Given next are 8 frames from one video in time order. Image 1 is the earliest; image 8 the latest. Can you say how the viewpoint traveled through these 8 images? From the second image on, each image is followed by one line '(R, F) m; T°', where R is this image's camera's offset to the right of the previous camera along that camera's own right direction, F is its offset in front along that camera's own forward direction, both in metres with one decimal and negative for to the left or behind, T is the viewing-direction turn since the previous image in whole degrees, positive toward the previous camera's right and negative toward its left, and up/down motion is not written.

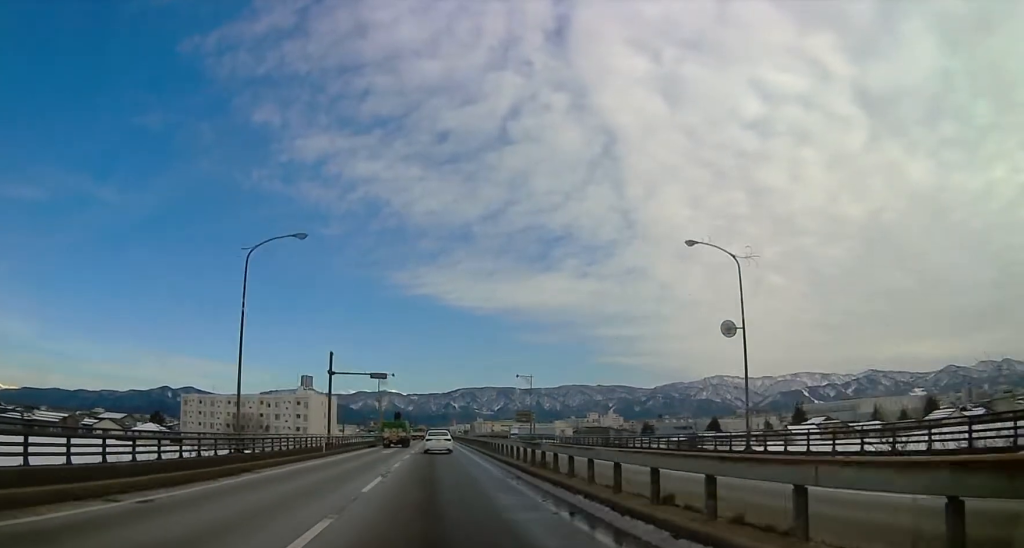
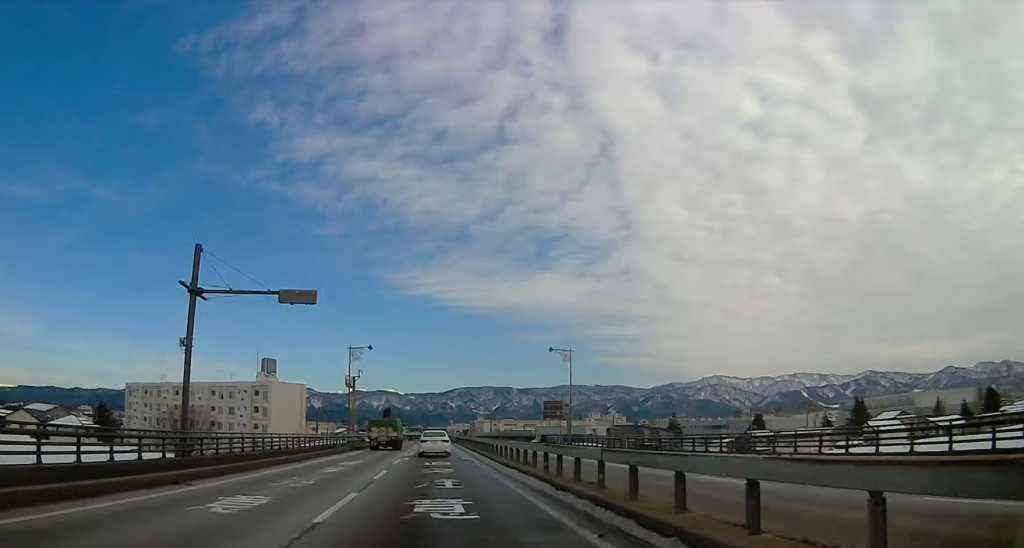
(0.0, +35.6) m; 0°
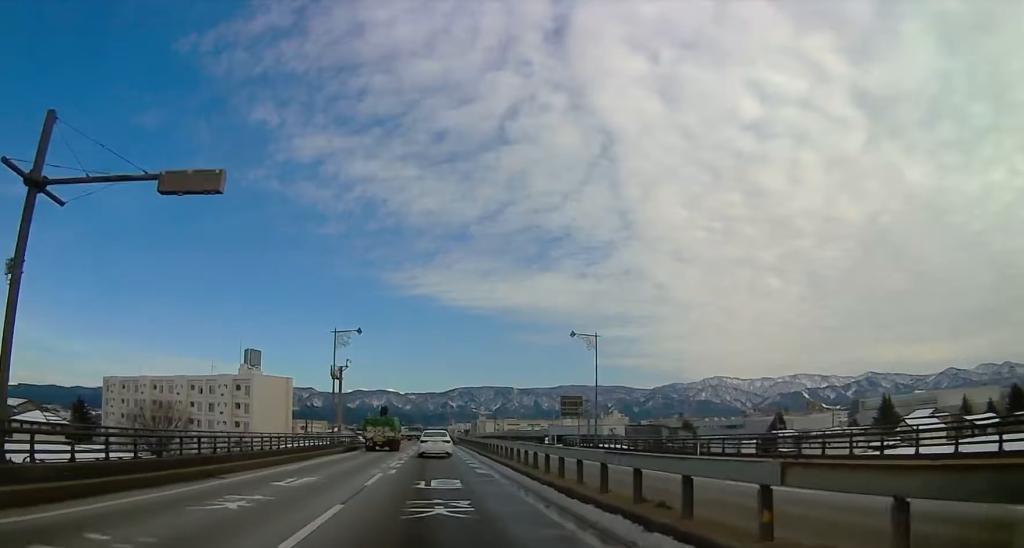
(-0.1, +12.5) m; +3°
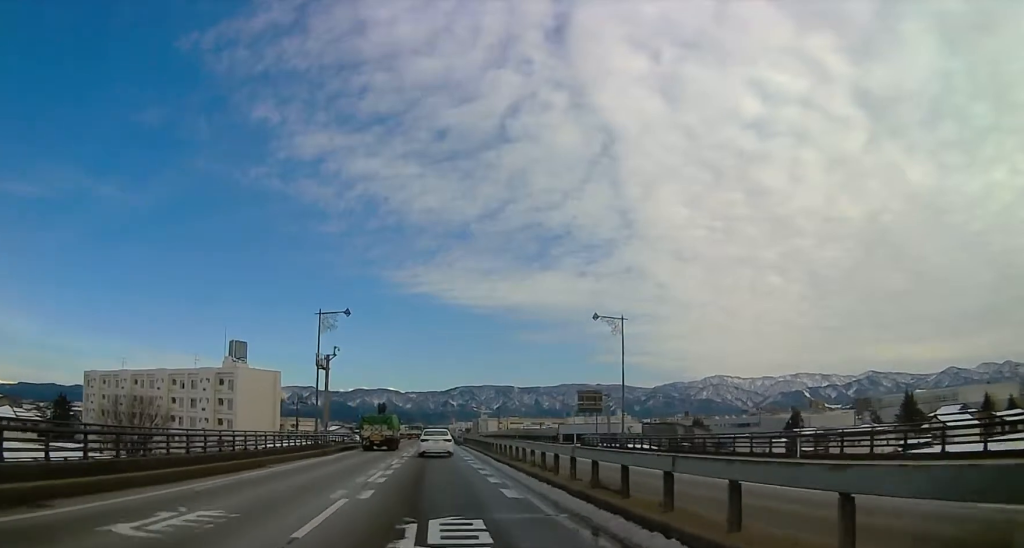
(0.0, +9.5) m; +2°
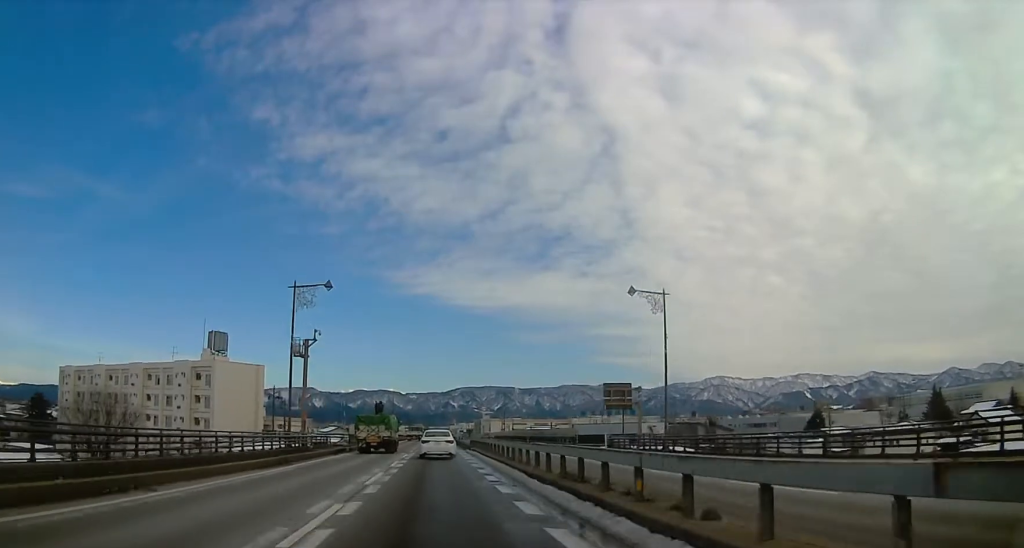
(+1.0, +10.8) m; 0°
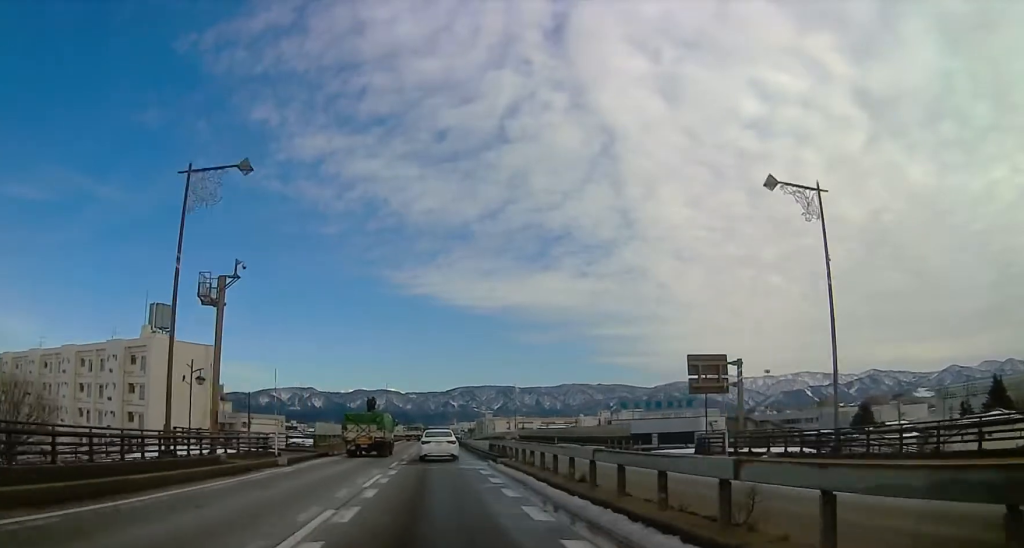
(-0.9, +21.3) m; -3°
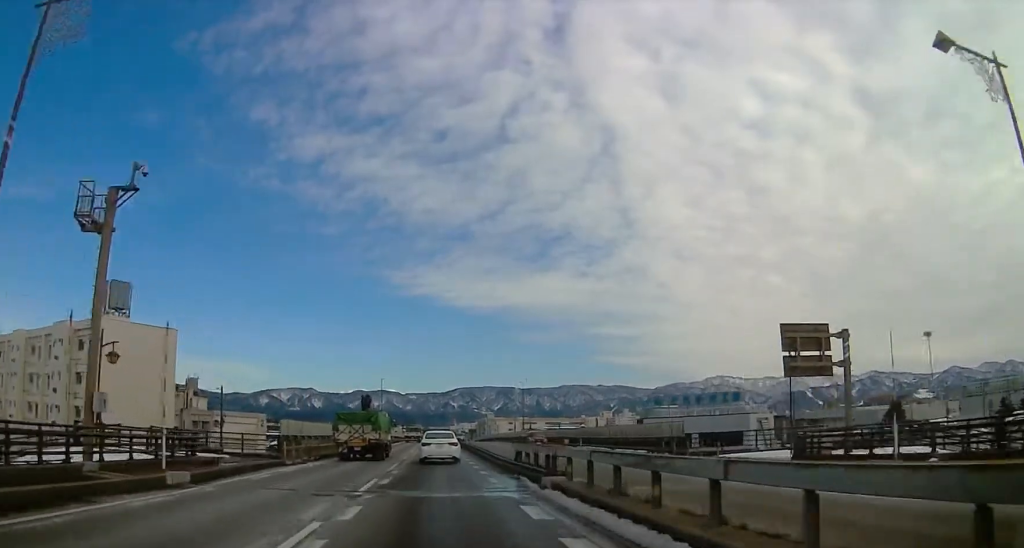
(-0.1, +11.9) m; 0°
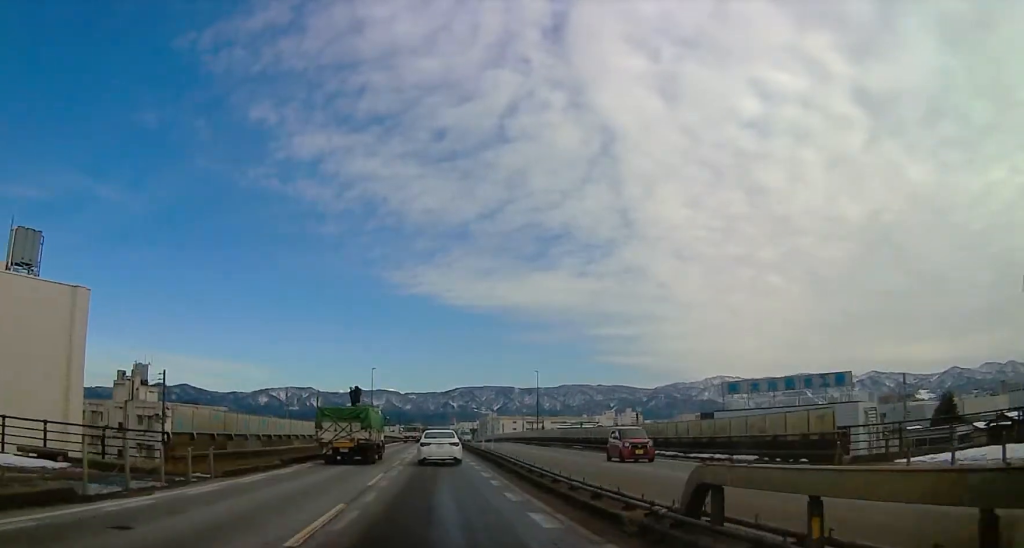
(+0.2, +17.2) m; -1°
